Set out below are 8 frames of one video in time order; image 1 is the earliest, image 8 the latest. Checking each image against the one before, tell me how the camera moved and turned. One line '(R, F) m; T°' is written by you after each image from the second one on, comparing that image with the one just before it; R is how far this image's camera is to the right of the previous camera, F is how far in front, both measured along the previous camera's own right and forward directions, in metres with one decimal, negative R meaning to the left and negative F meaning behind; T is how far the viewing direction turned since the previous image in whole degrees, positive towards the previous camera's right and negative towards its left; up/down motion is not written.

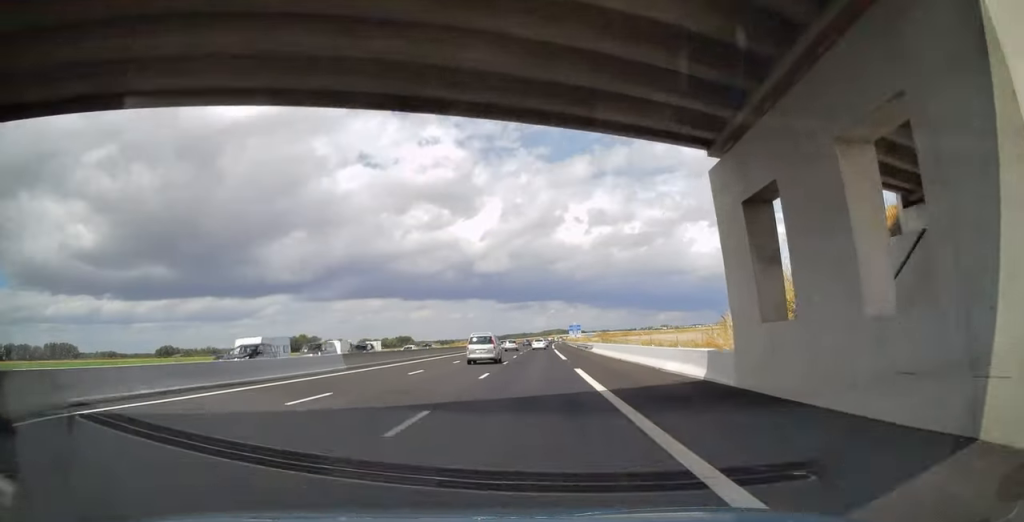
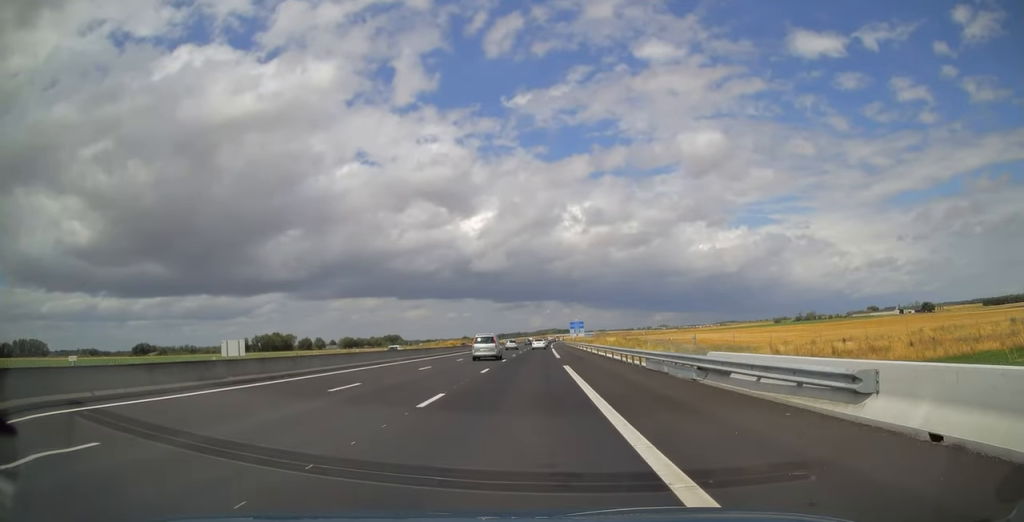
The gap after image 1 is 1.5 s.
(+0.2, +48.4) m; 0°
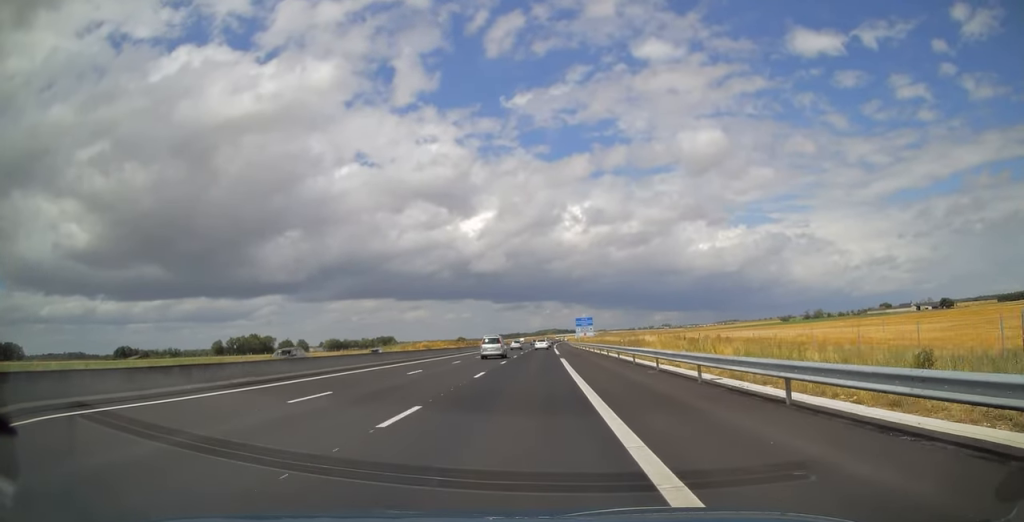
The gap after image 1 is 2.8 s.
(+0.1, +42.0) m; 0°
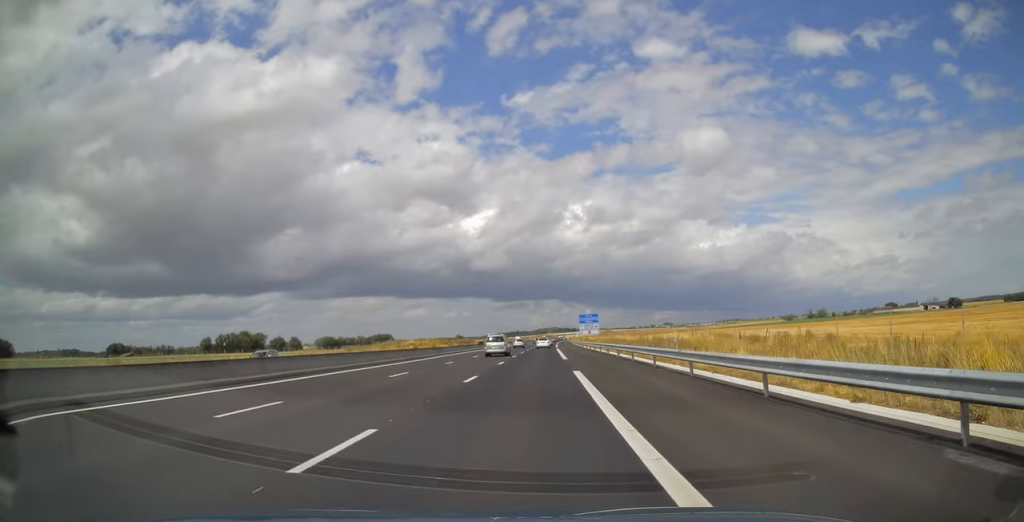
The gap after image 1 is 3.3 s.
(0.0, +16.7) m; 0°
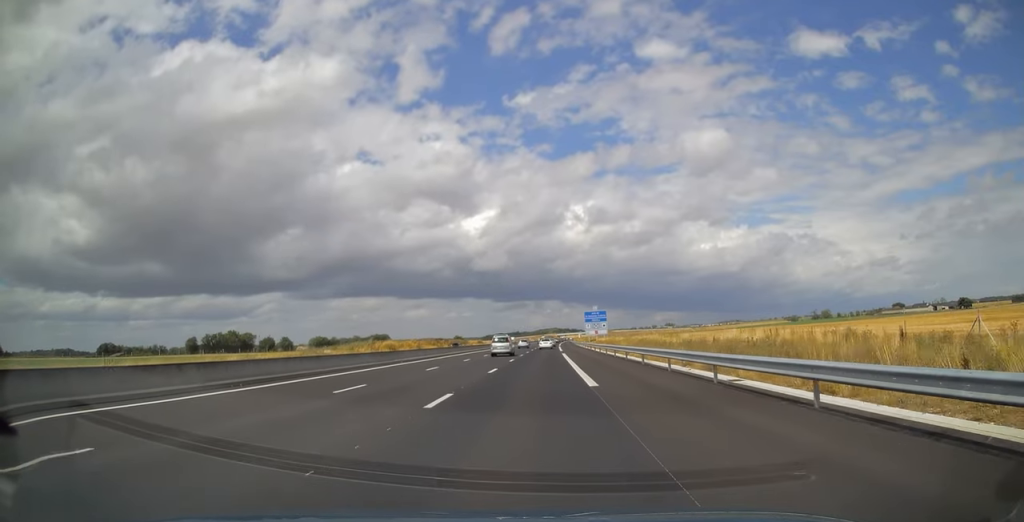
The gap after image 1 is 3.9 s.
(0.0, +20.0) m; 0°
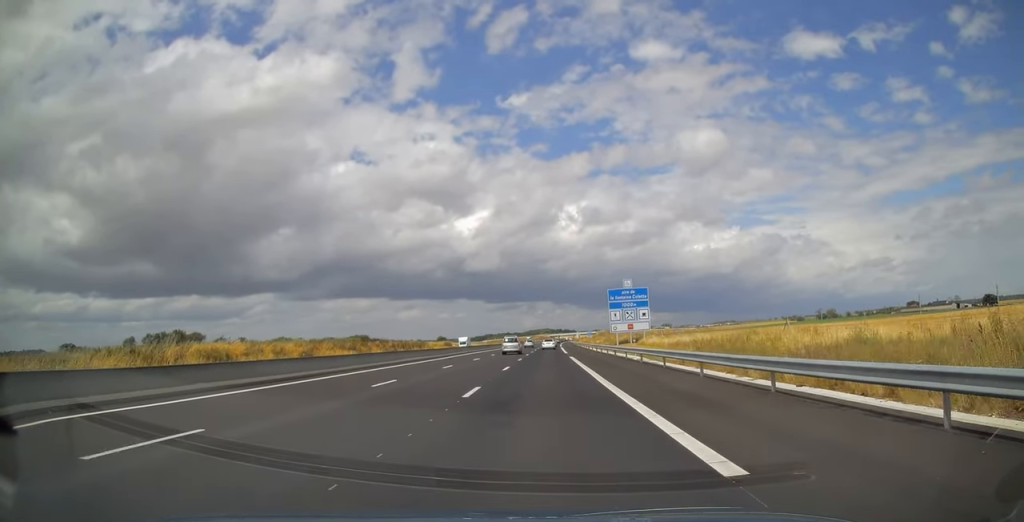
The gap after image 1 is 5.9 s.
(0.0, +63.2) m; 0°
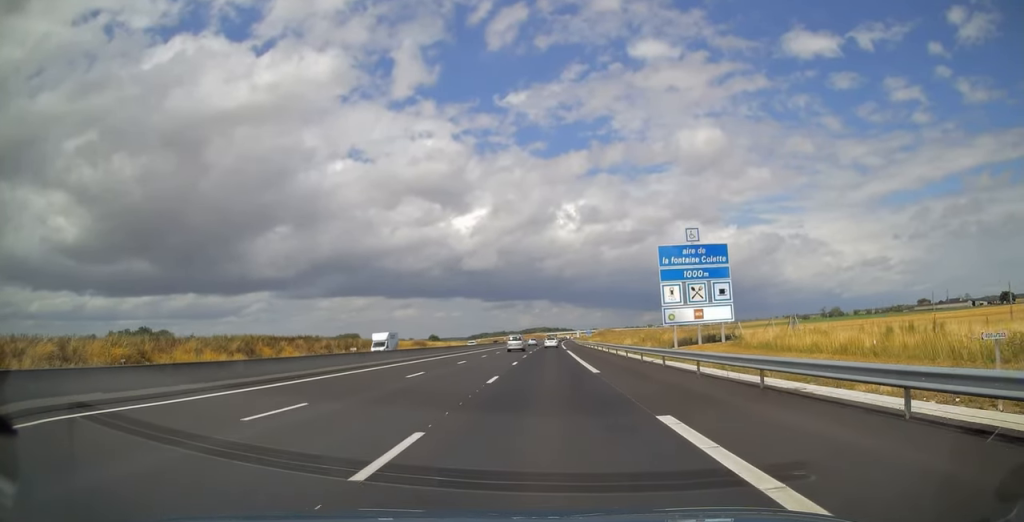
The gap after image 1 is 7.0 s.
(+0.1, +35.0) m; +1°
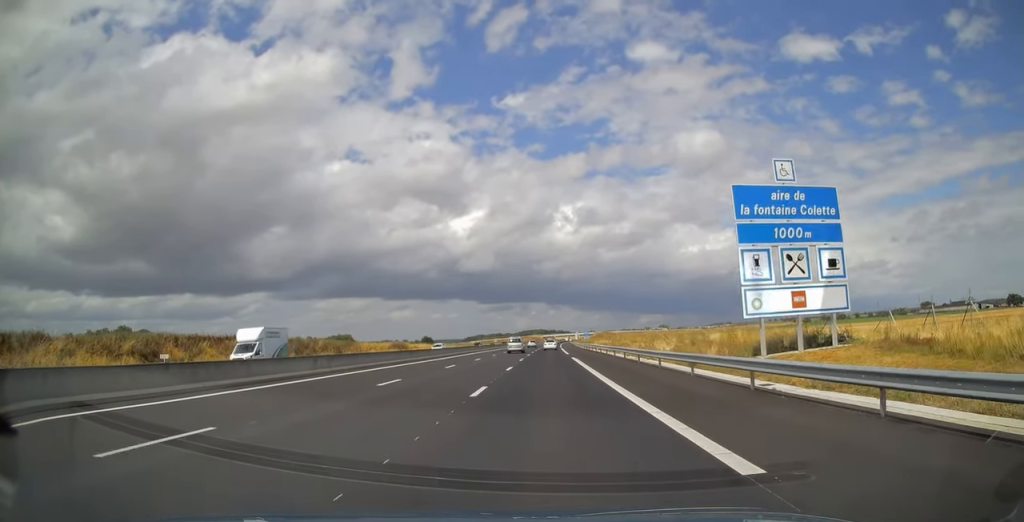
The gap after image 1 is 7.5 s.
(0.0, +17.3) m; 0°
